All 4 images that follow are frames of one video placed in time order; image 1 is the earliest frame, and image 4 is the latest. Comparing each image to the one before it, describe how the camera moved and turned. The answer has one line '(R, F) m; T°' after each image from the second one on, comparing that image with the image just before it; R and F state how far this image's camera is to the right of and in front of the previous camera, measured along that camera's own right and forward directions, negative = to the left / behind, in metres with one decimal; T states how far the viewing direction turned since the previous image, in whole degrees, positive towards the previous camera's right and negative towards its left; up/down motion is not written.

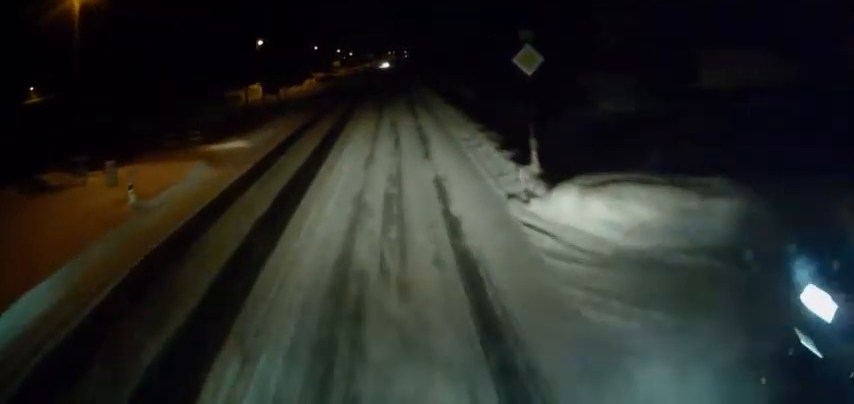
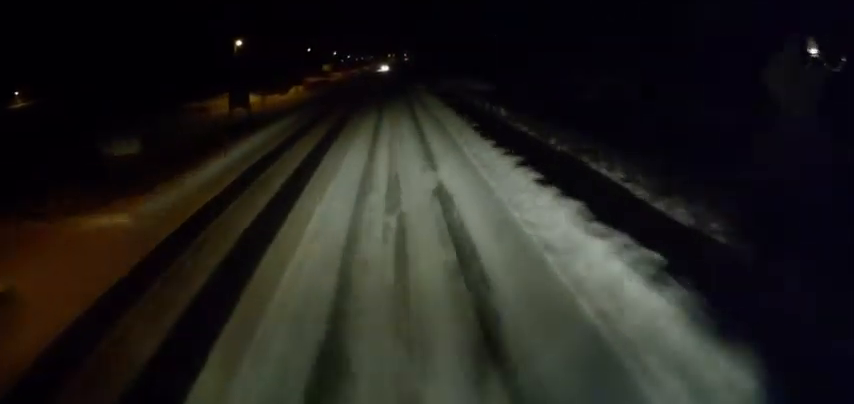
(-0.1, +8.7) m; +1°
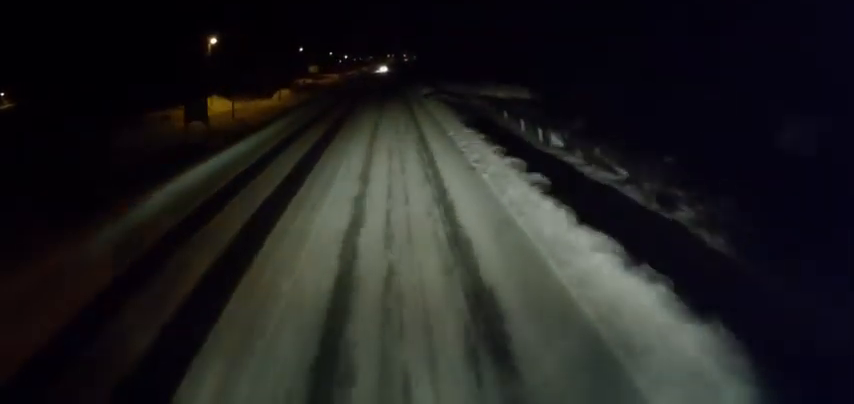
(+0.2, +8.2) m; +1°
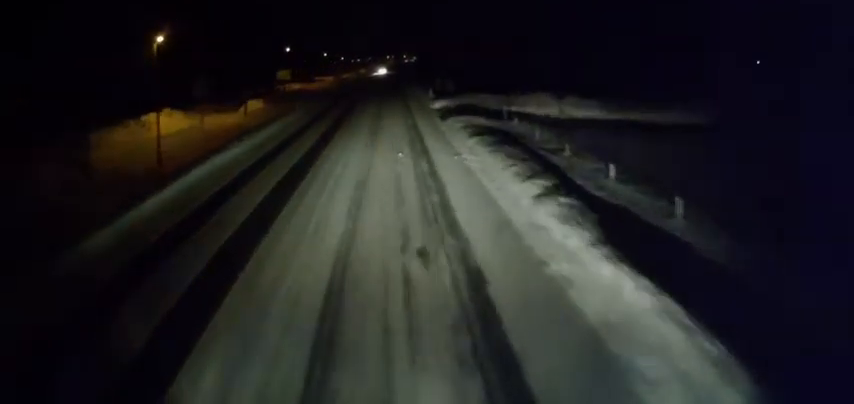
(+0.1, +11.4) m; +1°
